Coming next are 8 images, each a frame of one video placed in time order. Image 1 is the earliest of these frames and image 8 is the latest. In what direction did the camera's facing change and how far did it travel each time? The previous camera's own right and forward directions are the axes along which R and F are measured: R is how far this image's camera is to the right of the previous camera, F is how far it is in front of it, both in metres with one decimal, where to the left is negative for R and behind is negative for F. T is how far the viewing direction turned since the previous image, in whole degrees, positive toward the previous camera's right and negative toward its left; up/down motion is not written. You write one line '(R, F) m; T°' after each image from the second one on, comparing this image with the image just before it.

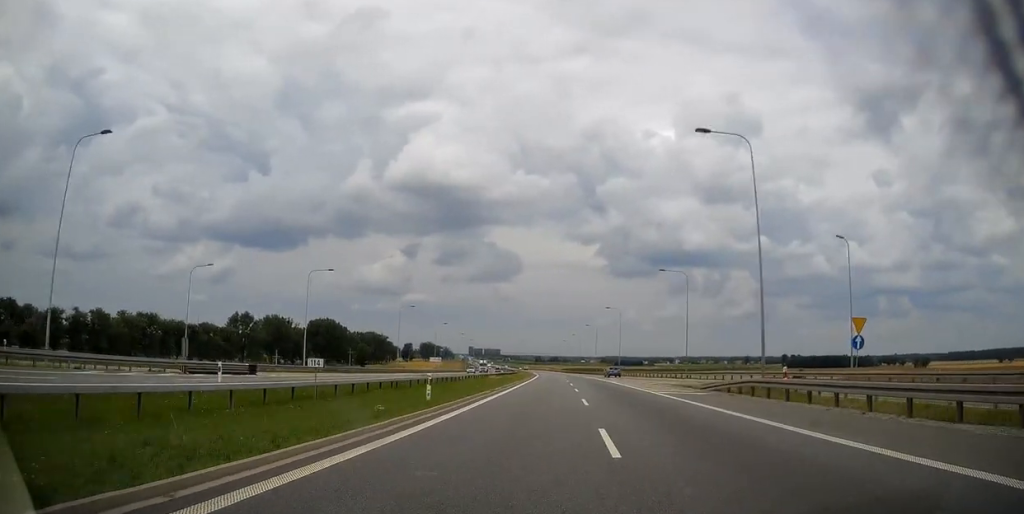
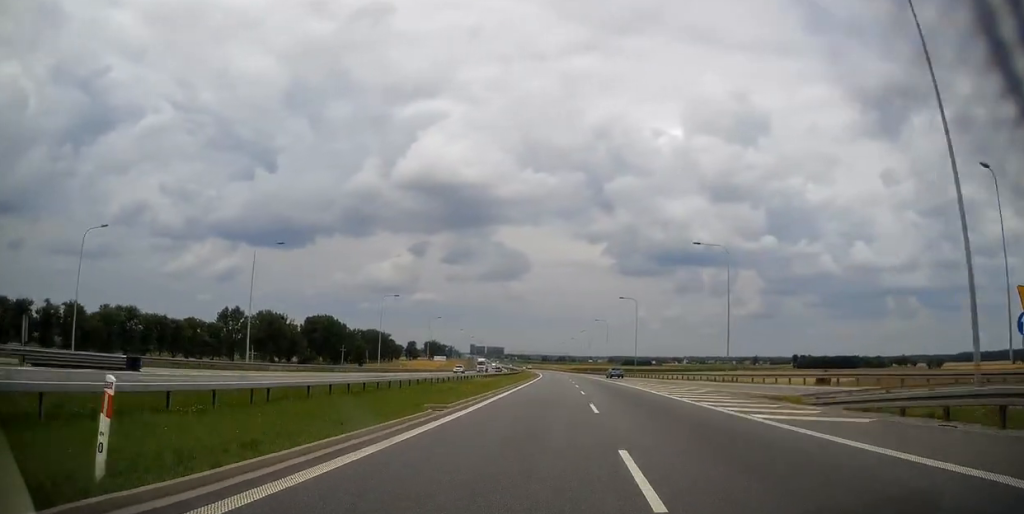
(0.0, +15.2) m; -1°
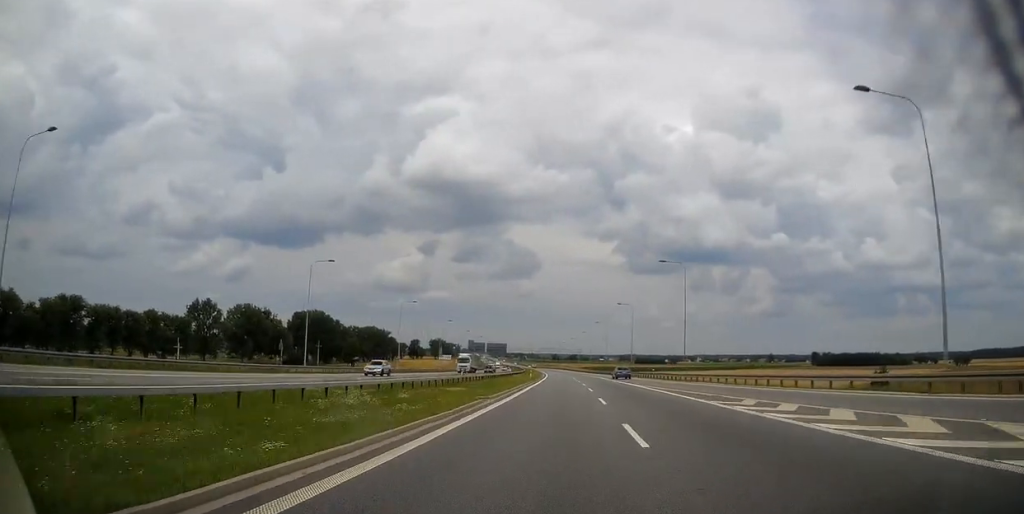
(-0.3, +31.6) m; -1°
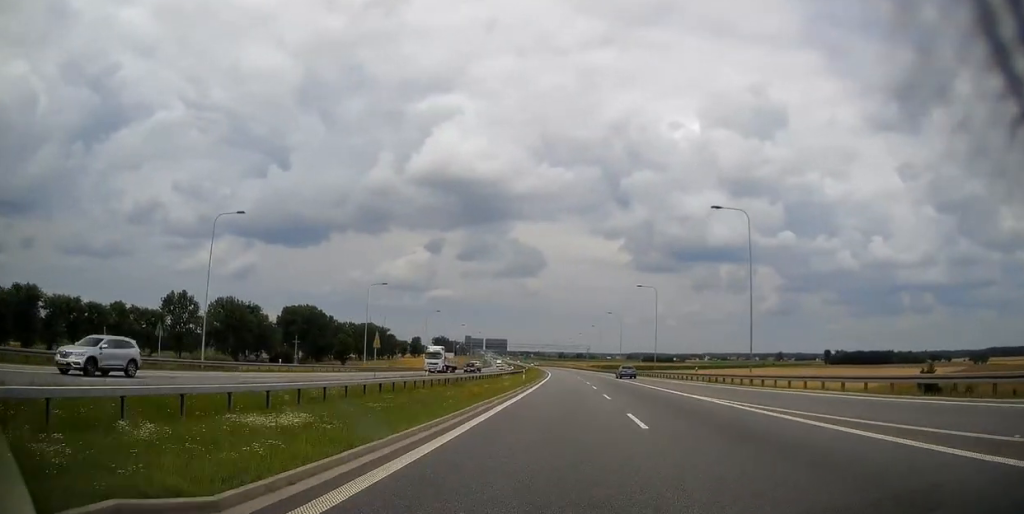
(-0.2, +21.1) m; -1°
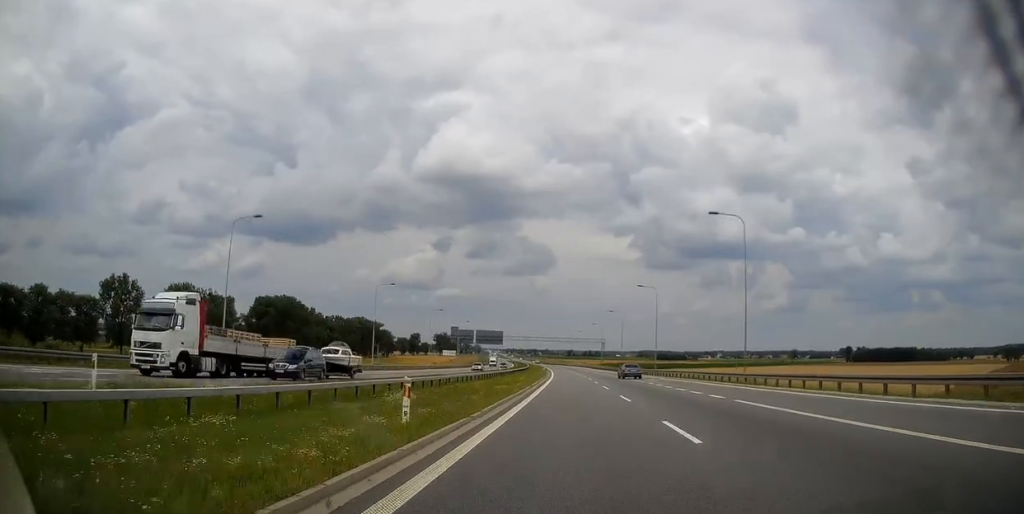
(-0.4, +38.7) m; -1°
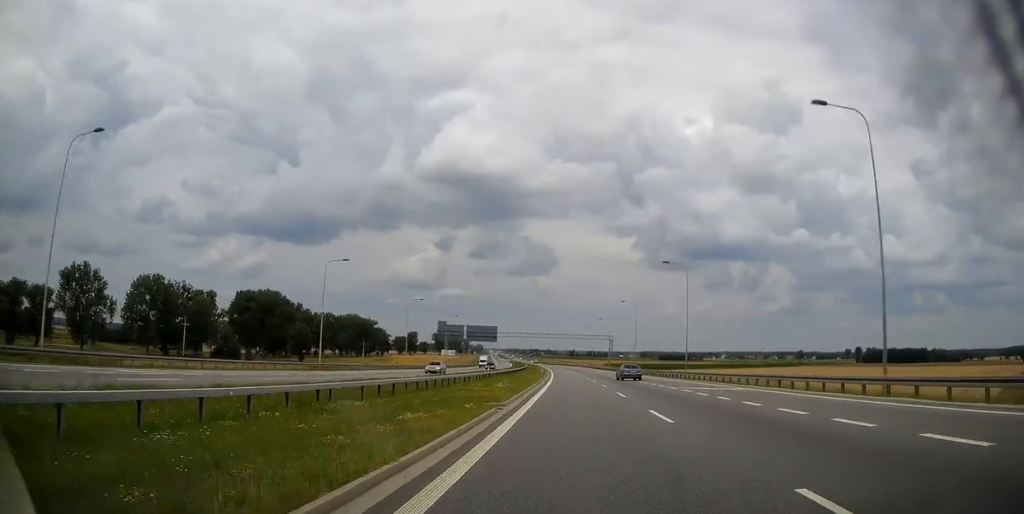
(-0.1, +19.9) m; 0°
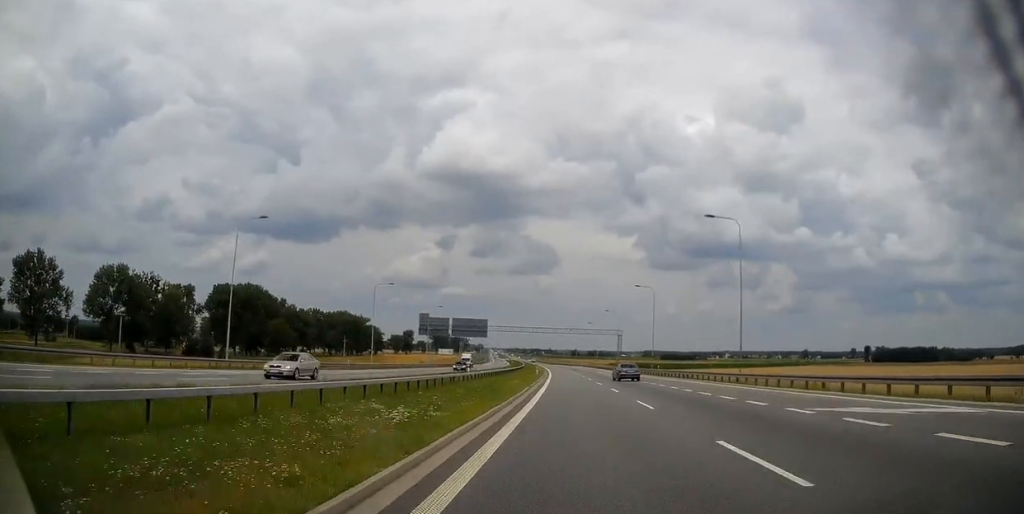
(-0.1, +20.0) m; 0°
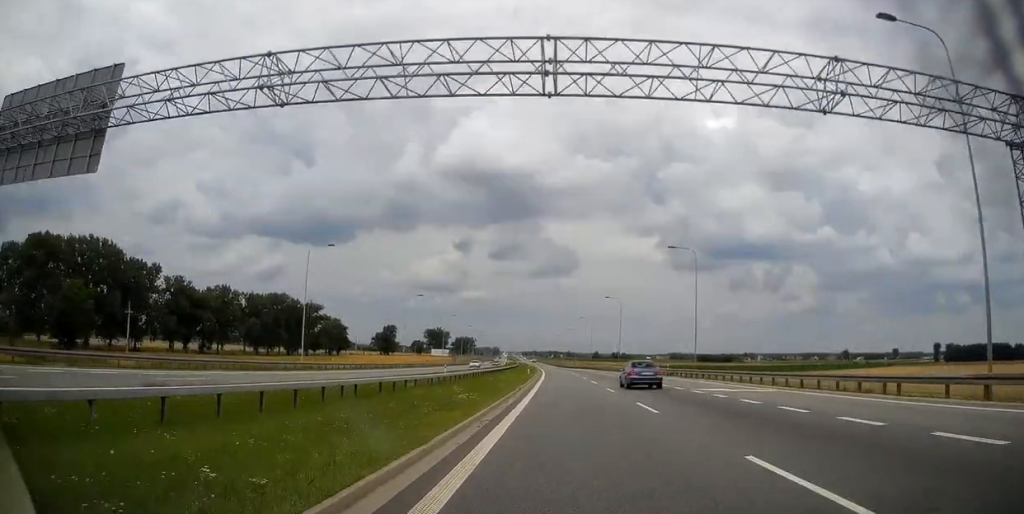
(-1.6, +109.0) m; -2°
